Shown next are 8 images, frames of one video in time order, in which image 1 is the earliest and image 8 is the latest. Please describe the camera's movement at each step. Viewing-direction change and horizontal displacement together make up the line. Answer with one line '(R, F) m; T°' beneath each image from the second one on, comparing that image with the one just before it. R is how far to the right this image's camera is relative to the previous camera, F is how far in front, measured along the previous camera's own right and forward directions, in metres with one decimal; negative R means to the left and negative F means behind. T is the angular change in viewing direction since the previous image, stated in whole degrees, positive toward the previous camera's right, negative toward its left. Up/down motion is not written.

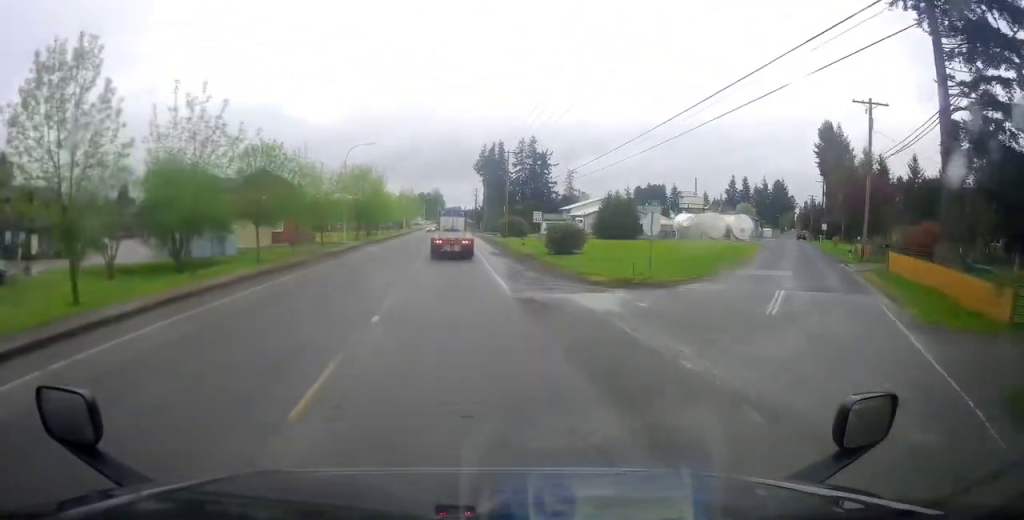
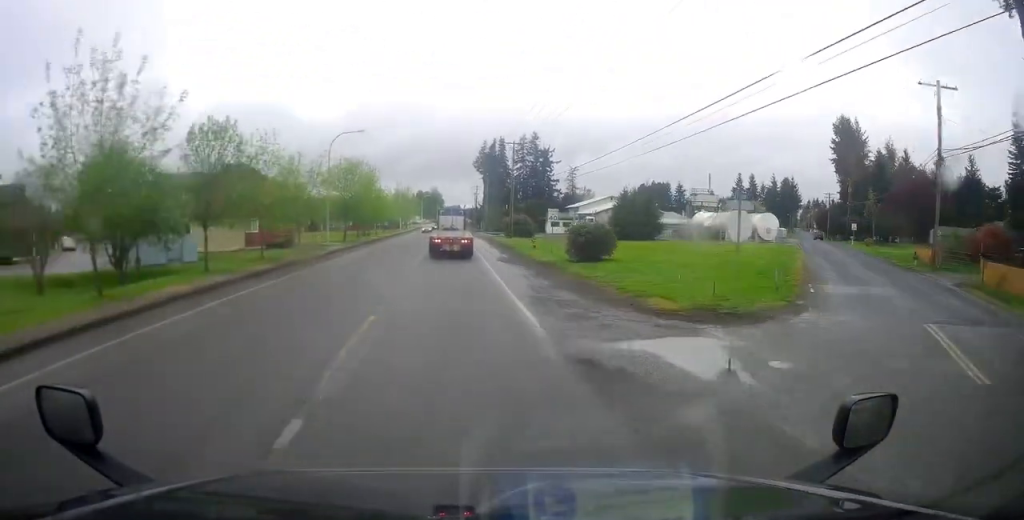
(0.0, +7.7) m; -1°
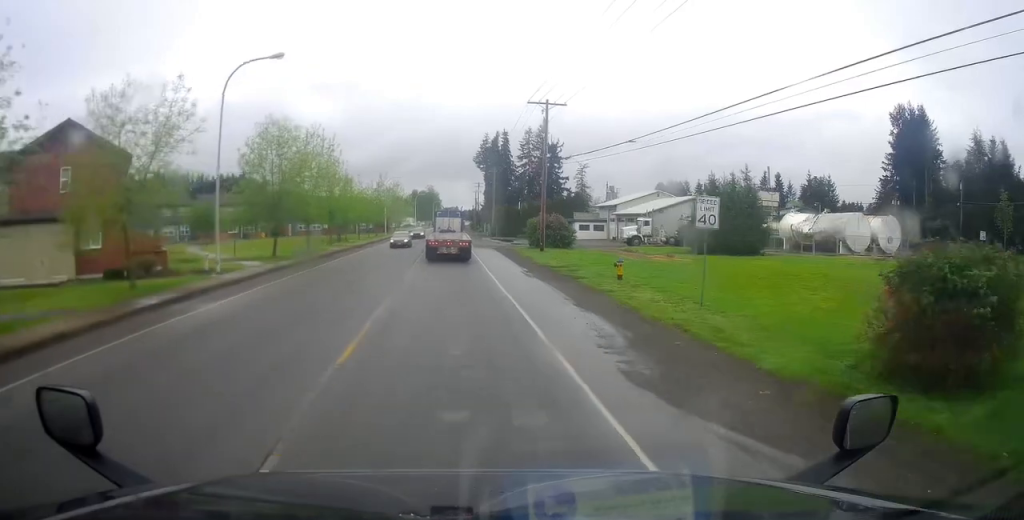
(-0.5, +26.2) m; +2°
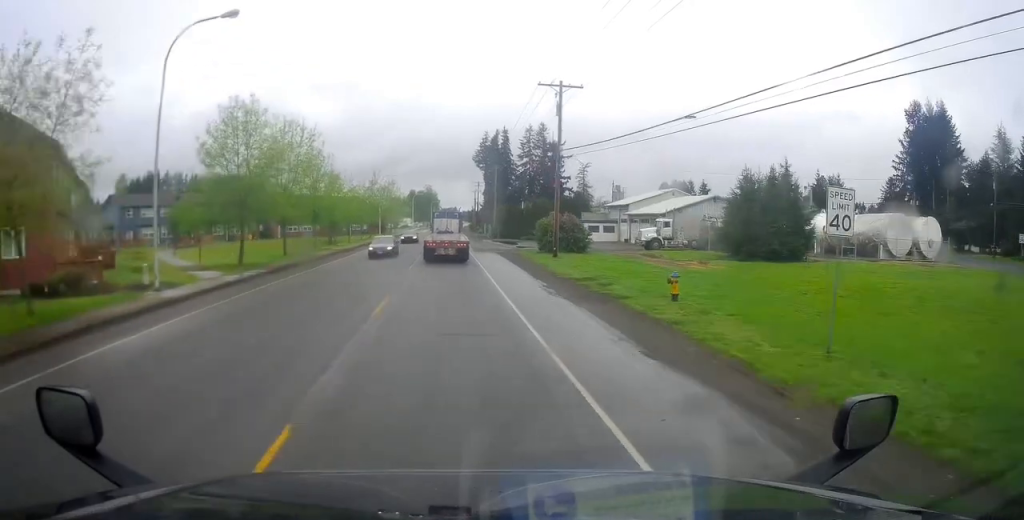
(+0.5, +6.6) m; 0°
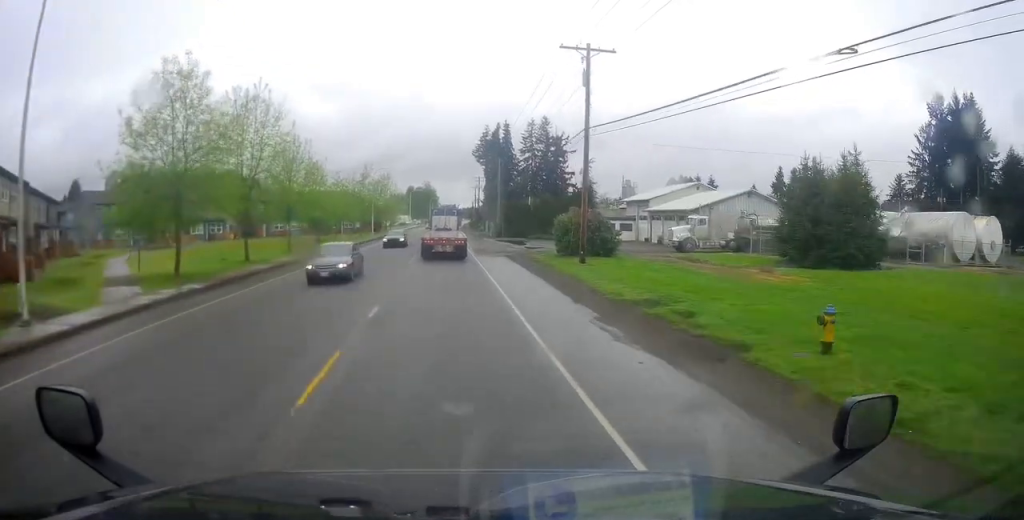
(+0.6, +8.6) m; 0°
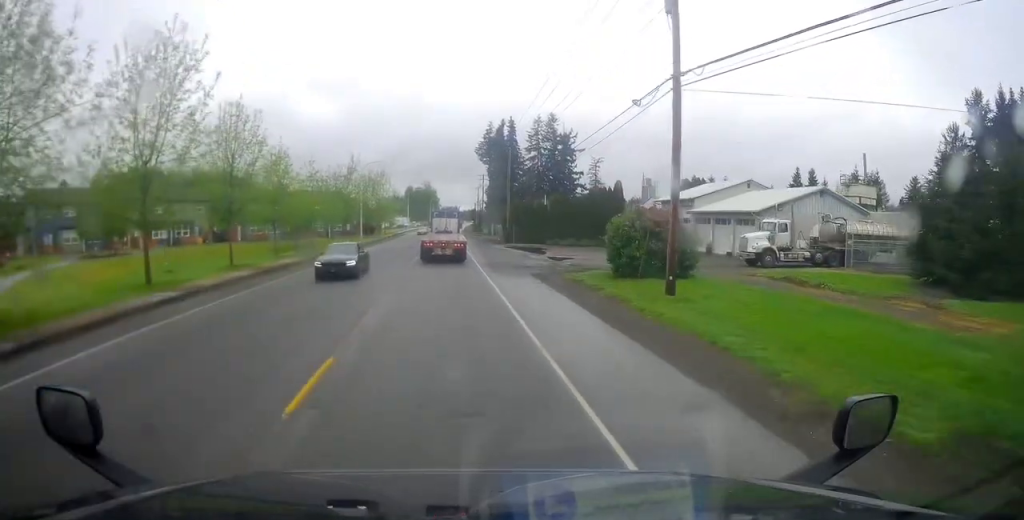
(-1.0, +12.8) m; -2°
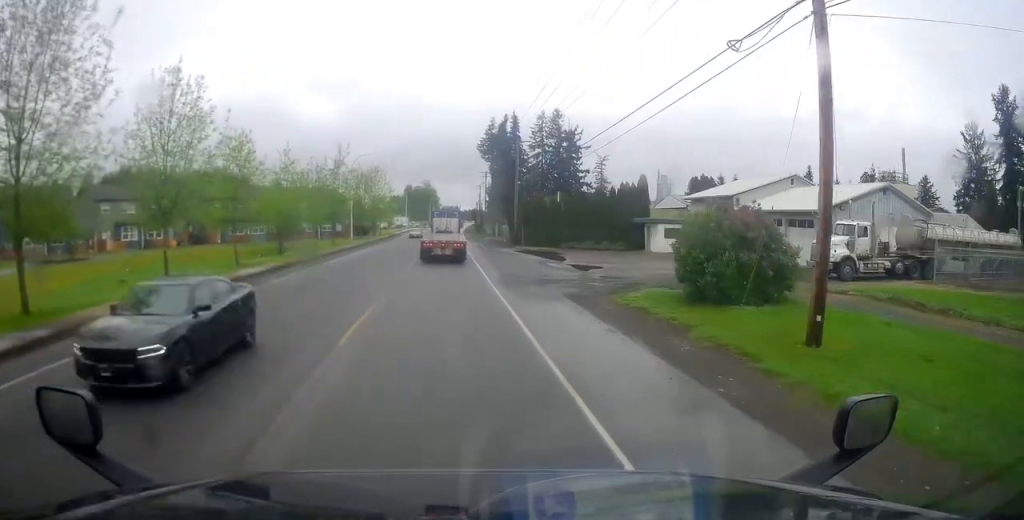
(+0.2, +8.2) m; +1°
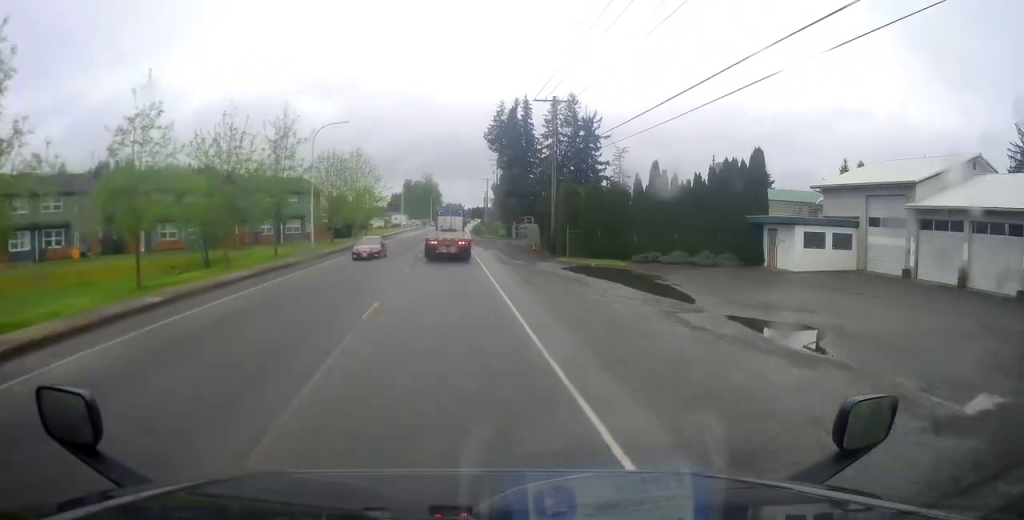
(+0.9, +21.9) m; 0°
